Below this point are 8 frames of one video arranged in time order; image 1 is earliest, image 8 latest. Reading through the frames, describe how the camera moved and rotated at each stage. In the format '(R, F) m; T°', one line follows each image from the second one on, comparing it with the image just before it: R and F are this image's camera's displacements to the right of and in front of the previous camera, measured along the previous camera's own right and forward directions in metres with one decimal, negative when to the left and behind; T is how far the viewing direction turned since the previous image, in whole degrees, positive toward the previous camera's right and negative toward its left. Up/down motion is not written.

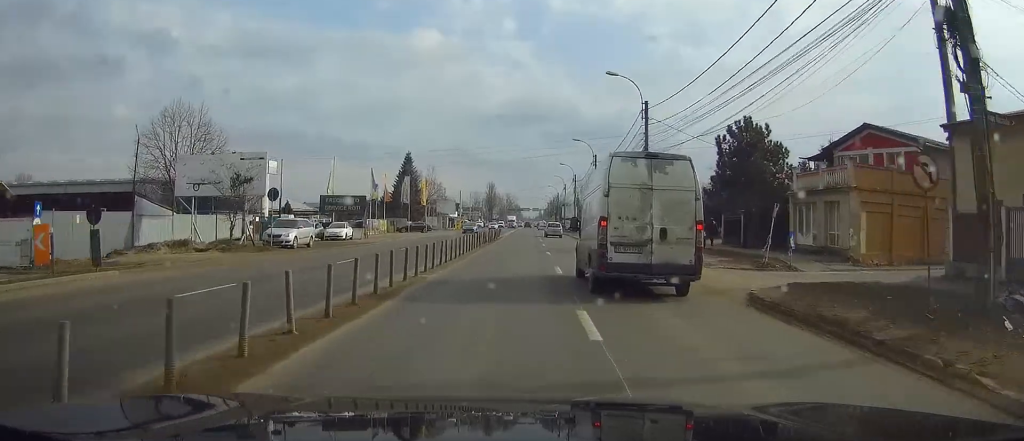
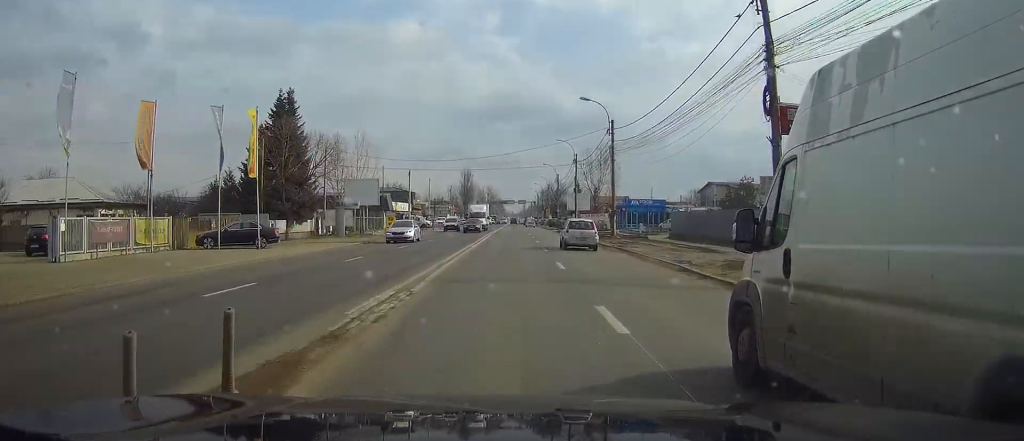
(+0.7, +56.5) m; +1°
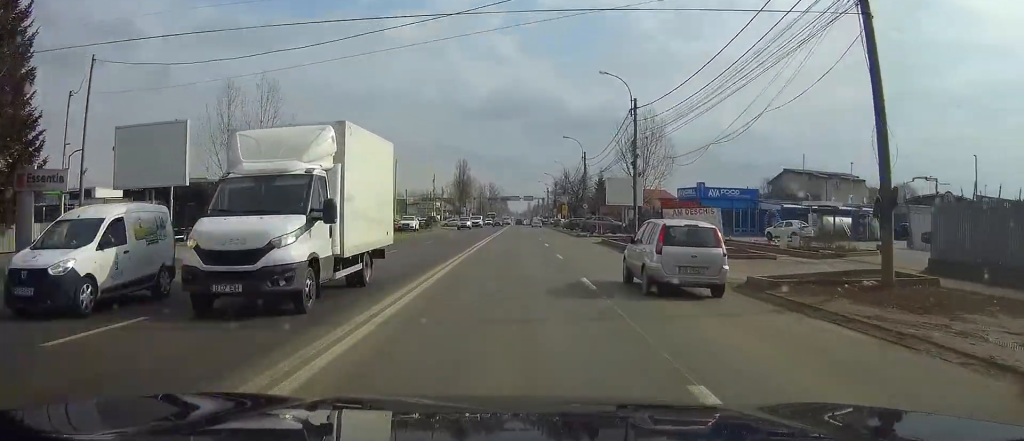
(-0.1, +39.9) m; 0°
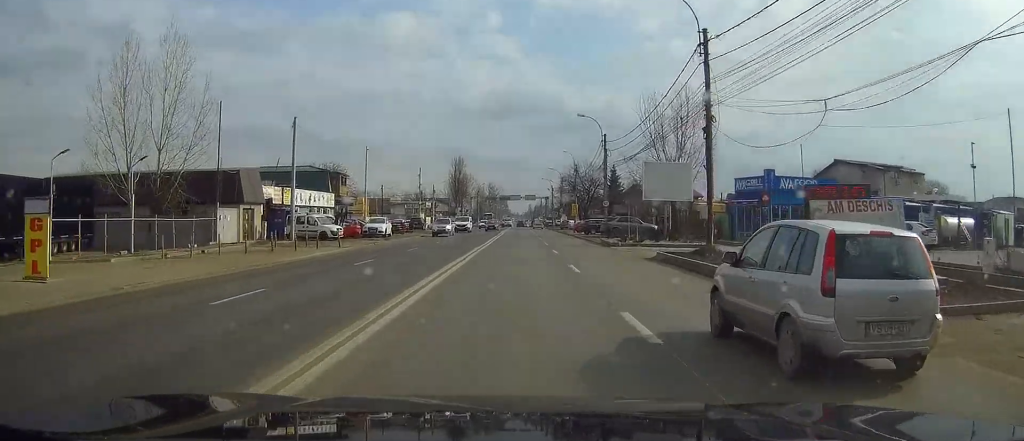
(-0.1, +17.8) m; 0°
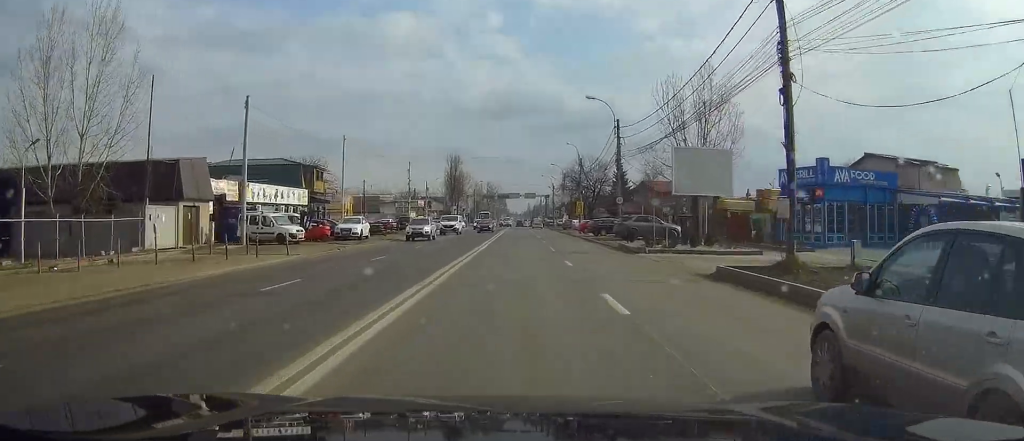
(0.0, +8.8) m; 0°
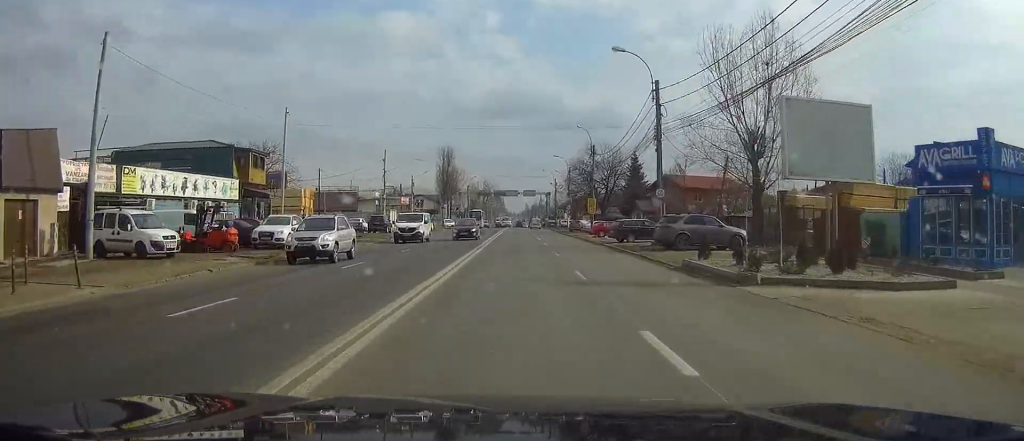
(0.0, +15.6) m; 0°
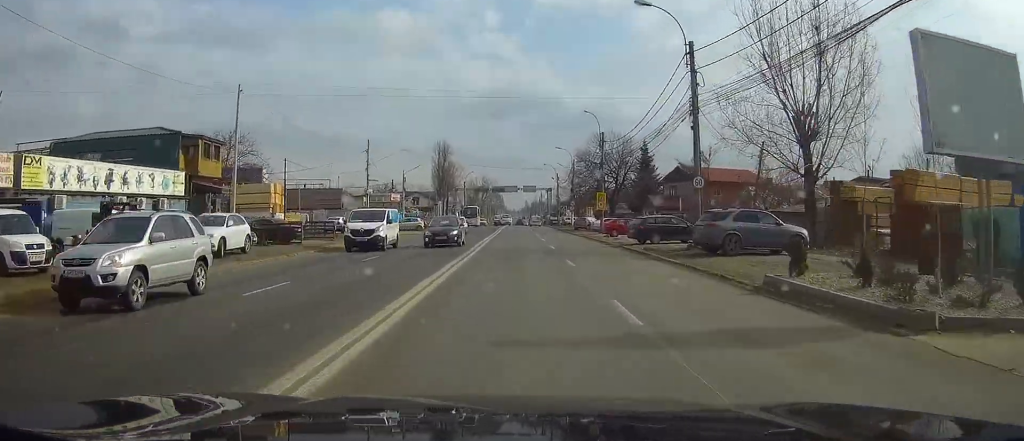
(0.0, +8.1) m; 0°
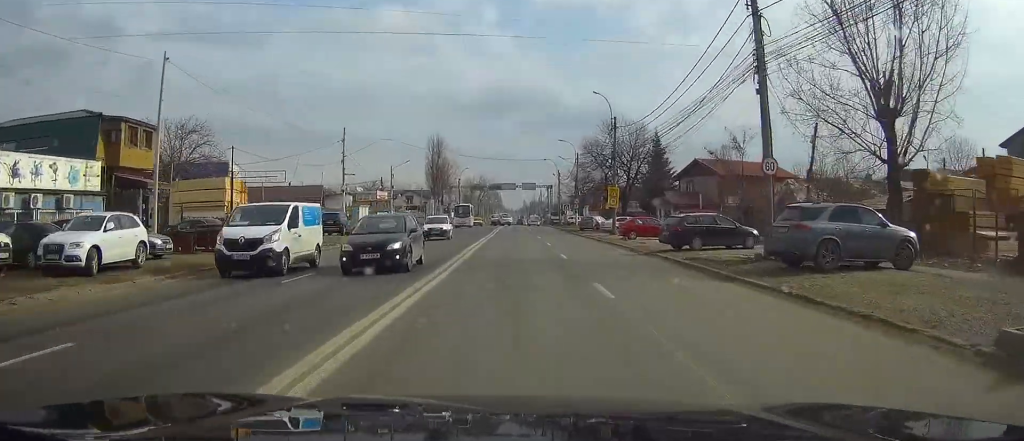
(0.0, +8.8) m; 0°
